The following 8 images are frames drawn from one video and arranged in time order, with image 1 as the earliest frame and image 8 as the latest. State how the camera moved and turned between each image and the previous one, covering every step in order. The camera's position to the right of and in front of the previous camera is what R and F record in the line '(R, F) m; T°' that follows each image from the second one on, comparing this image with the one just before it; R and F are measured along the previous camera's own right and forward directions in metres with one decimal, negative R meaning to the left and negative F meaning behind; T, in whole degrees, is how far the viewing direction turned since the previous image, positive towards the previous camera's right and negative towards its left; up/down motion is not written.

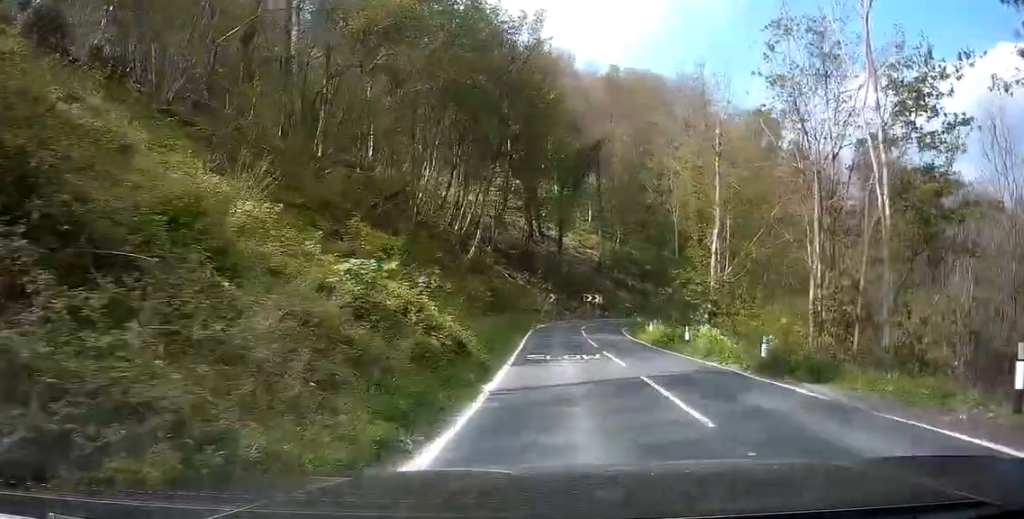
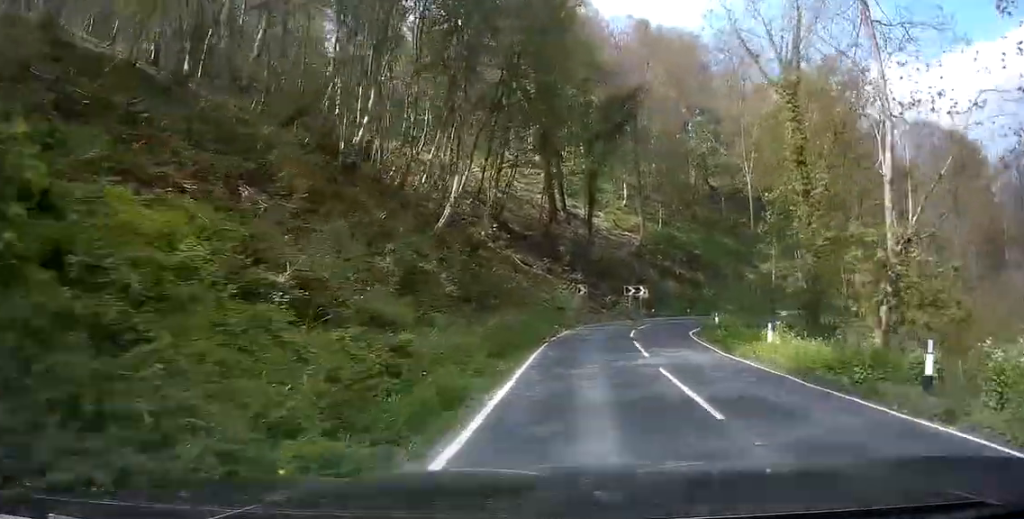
(-0.9, +18.9) m; -4°
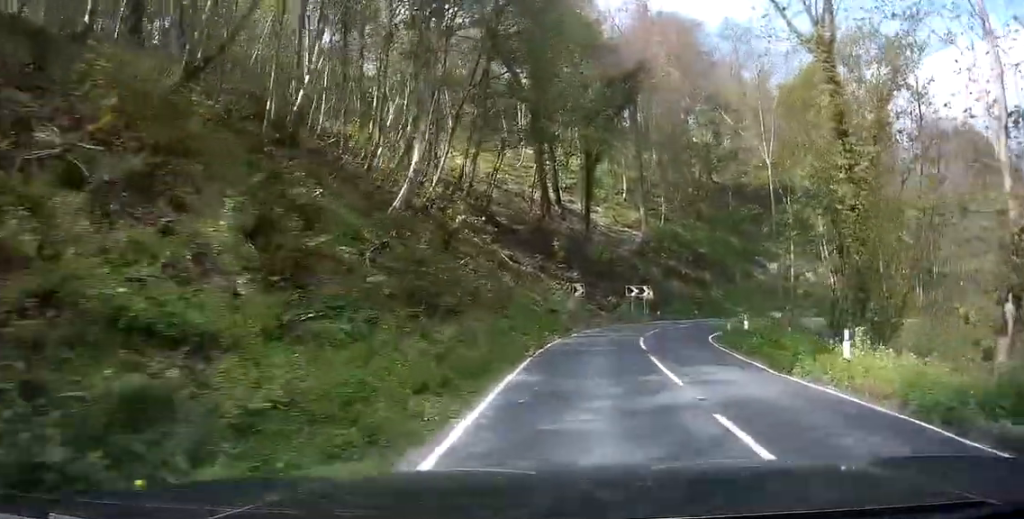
(+0.2, +6.5) m; -1°
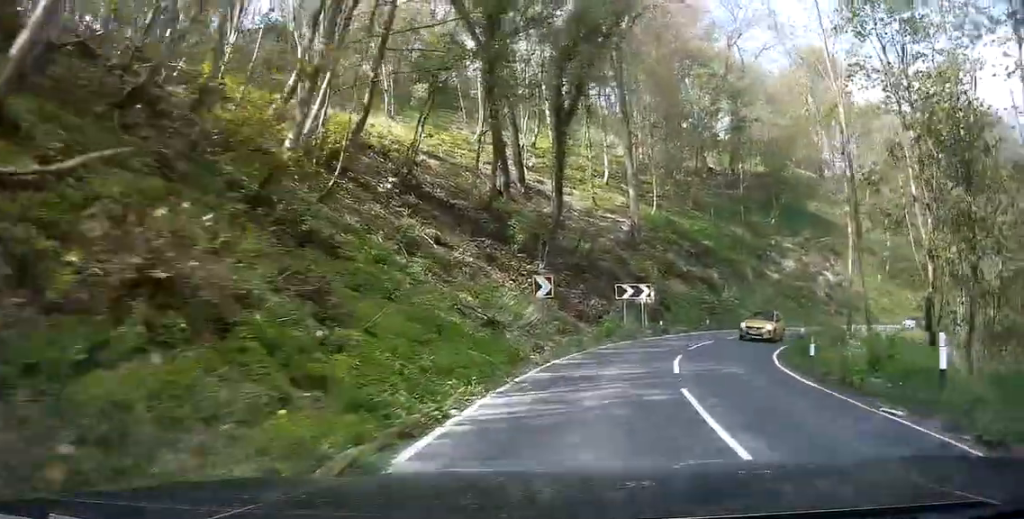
(-0.6, +16.0) m; -1°
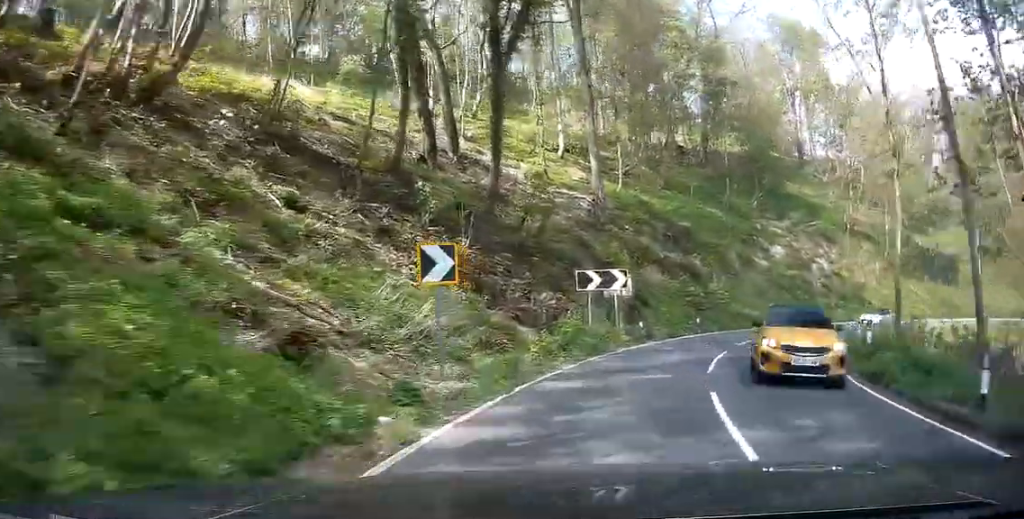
(+0.3, +11.1) m; 0°
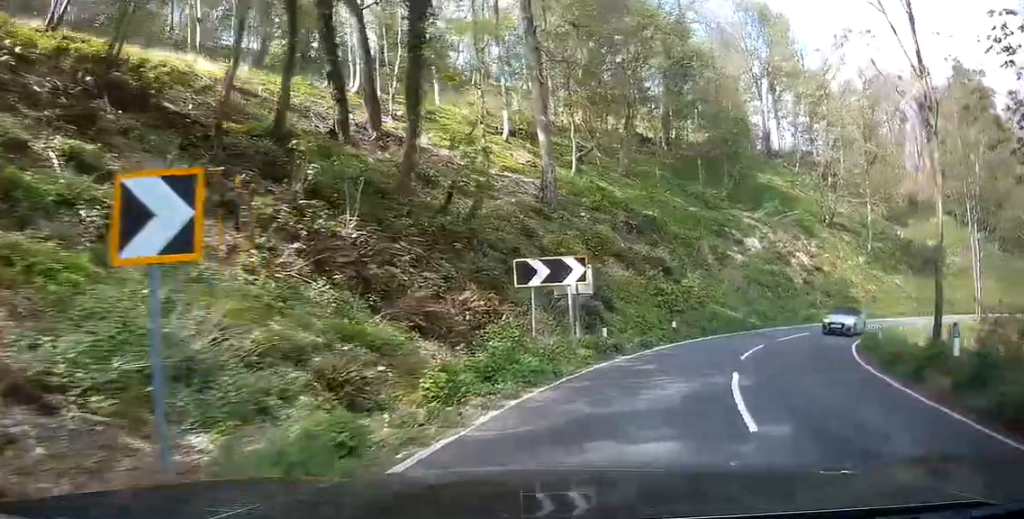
(-0.2, +7.7) m; 0°
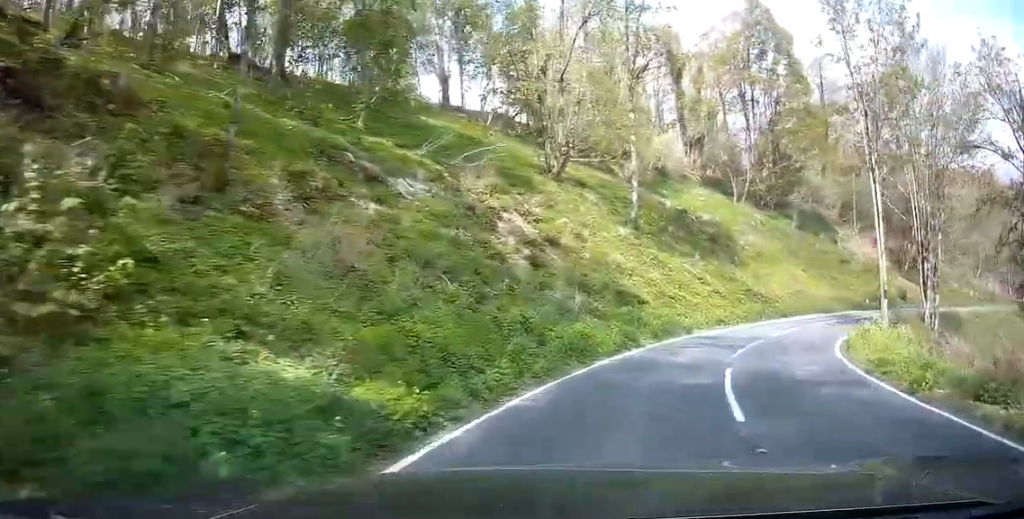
(+2.2, +31.5) m; +10°
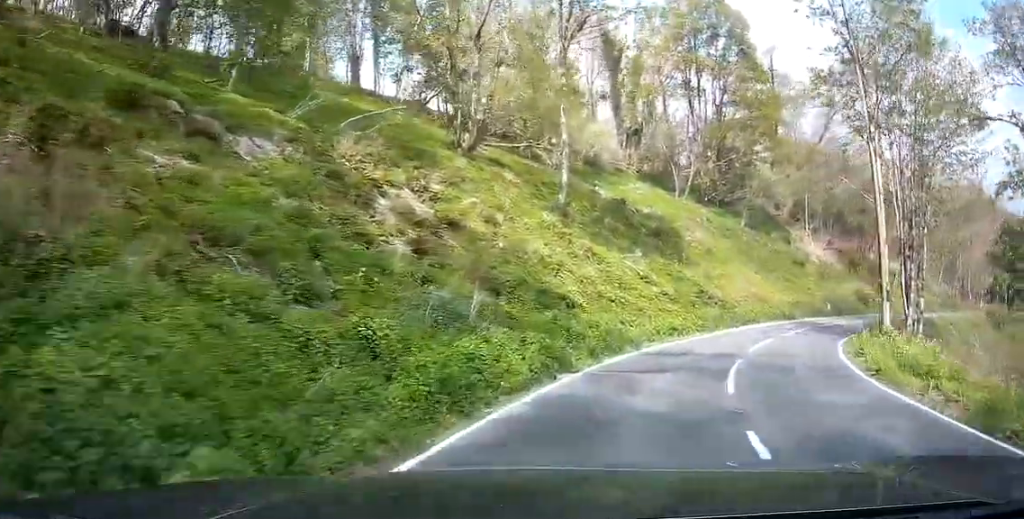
(+0.1, +6.5) m; +1°
